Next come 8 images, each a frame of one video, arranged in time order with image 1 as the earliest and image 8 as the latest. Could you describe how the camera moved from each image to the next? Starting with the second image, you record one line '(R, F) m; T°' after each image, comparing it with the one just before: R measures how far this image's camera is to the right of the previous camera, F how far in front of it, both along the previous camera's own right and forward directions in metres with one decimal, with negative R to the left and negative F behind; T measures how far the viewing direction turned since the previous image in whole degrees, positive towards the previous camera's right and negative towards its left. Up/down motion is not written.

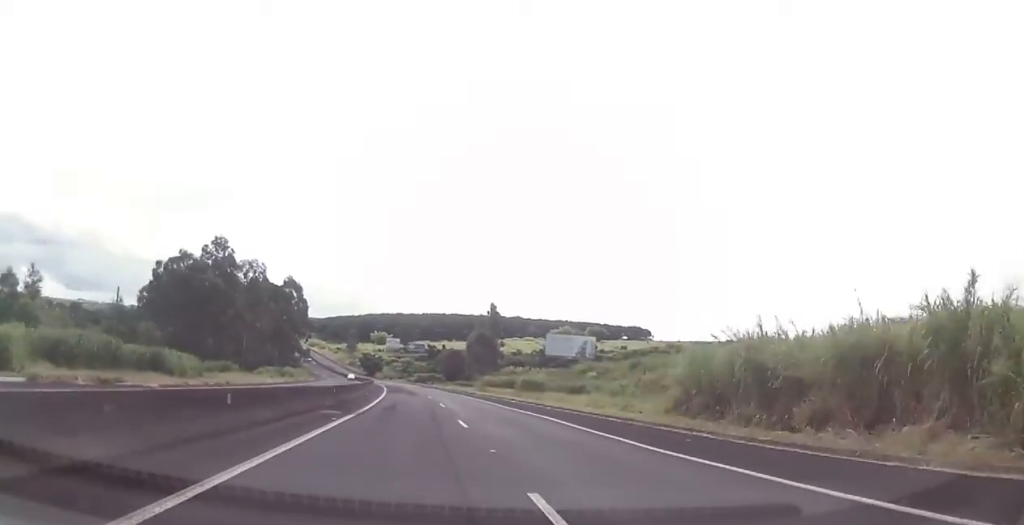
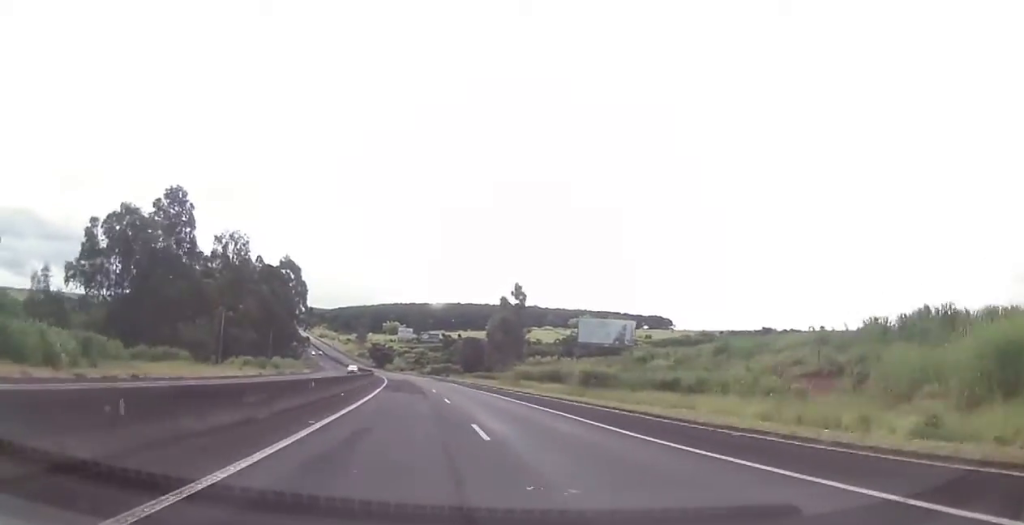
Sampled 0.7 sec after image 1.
(-0.1, +21.9) m; 0°
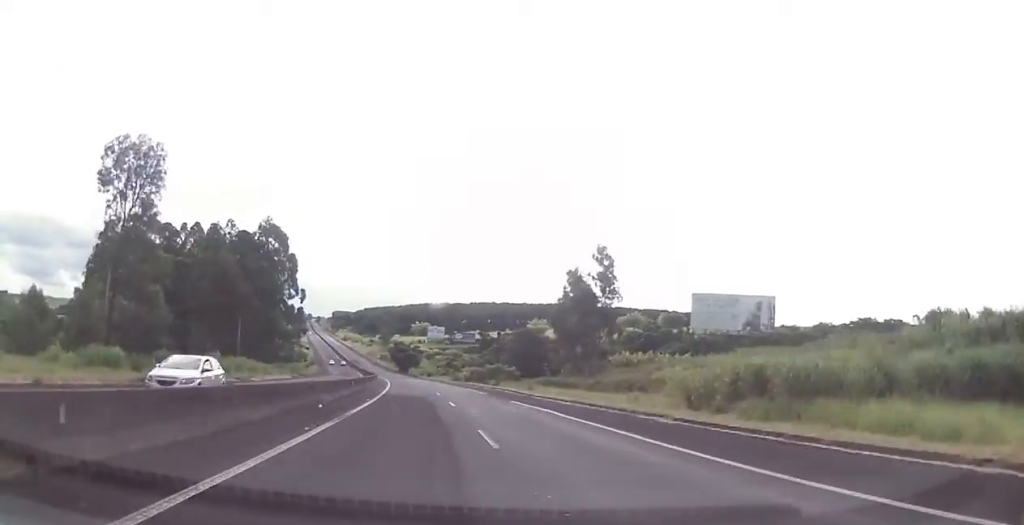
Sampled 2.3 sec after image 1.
(-0.4, +48.6) m; -2°
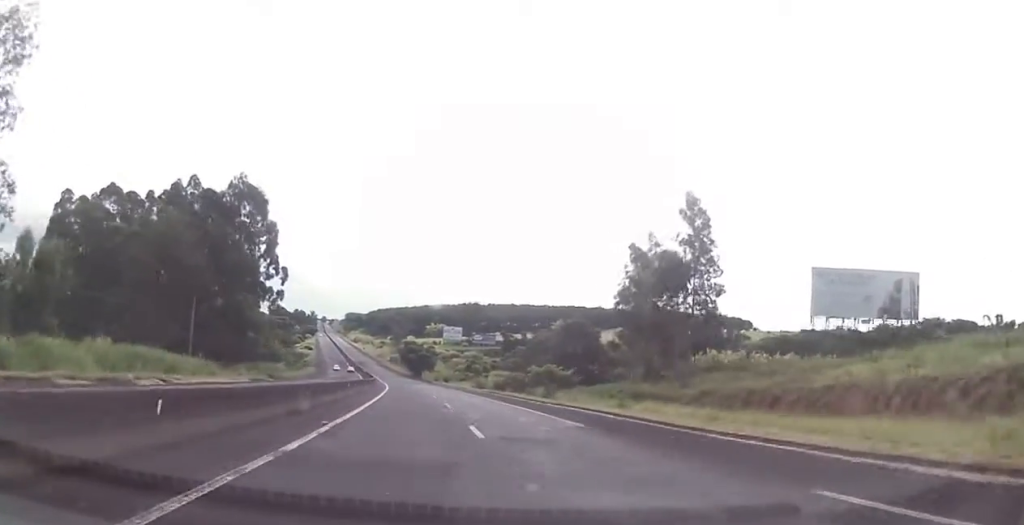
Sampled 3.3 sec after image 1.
(-0.9, +28.7) m; -2°
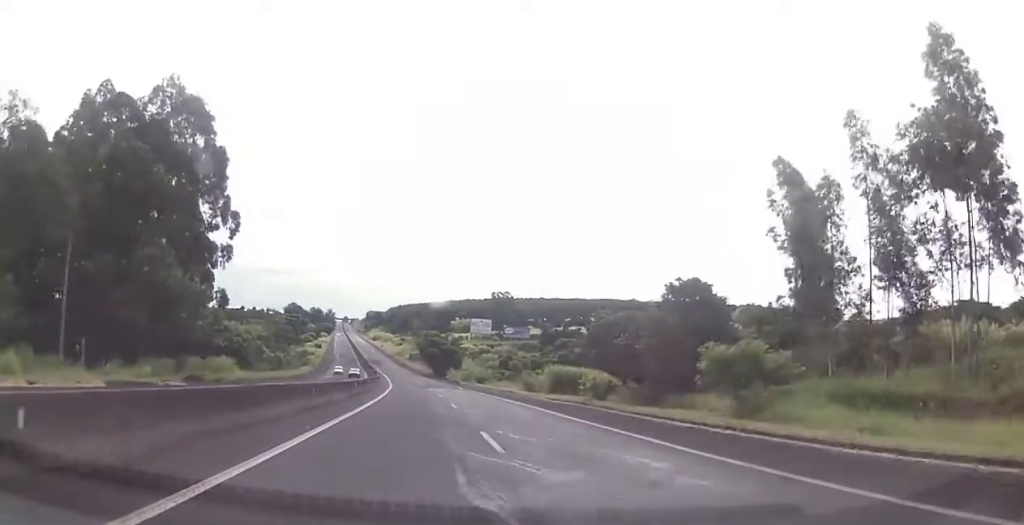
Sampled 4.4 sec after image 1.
(-0.2, +35.3) m; -1°
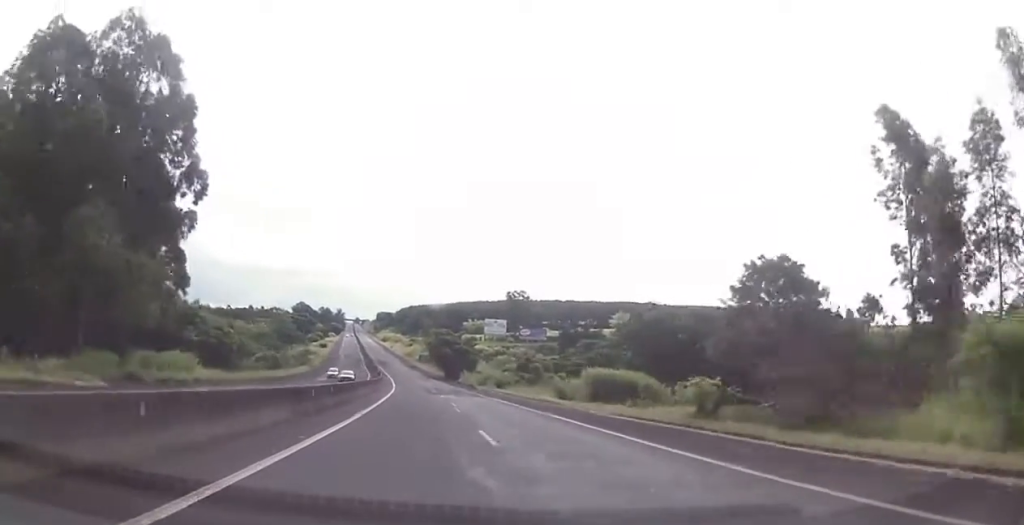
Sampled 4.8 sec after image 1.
(-0.2, +13.6) m; 0°
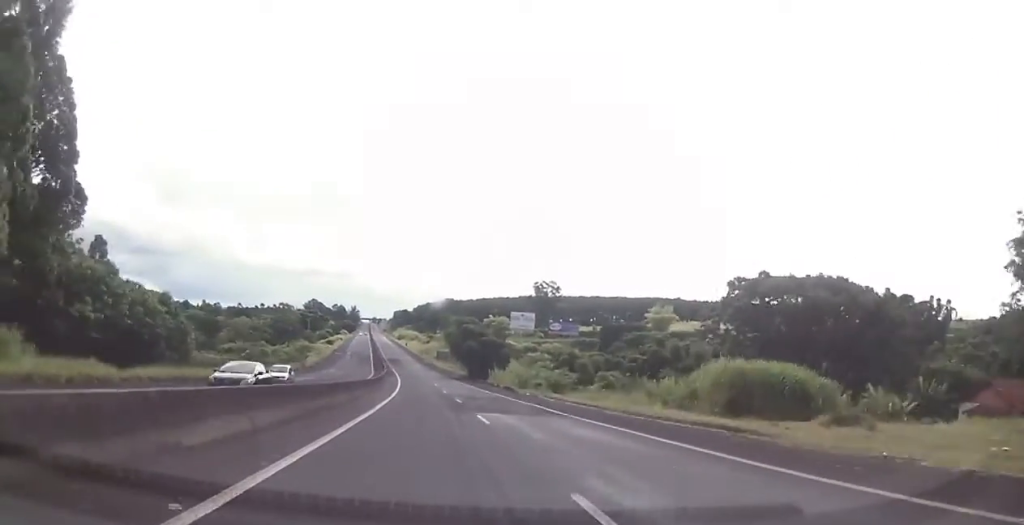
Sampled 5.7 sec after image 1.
(-0.1, +26.5) m; -1°
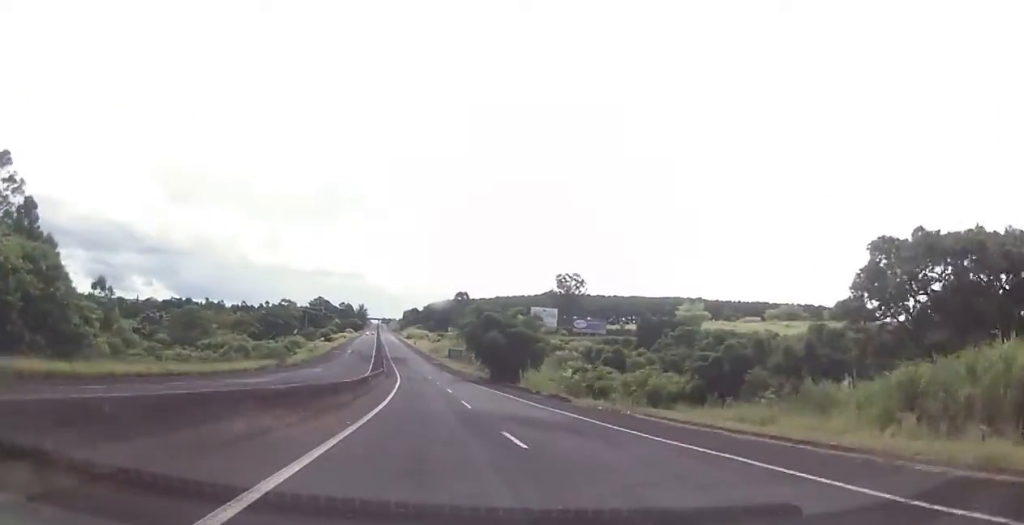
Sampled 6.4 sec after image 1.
(0.0, +22.4) m; -1°
